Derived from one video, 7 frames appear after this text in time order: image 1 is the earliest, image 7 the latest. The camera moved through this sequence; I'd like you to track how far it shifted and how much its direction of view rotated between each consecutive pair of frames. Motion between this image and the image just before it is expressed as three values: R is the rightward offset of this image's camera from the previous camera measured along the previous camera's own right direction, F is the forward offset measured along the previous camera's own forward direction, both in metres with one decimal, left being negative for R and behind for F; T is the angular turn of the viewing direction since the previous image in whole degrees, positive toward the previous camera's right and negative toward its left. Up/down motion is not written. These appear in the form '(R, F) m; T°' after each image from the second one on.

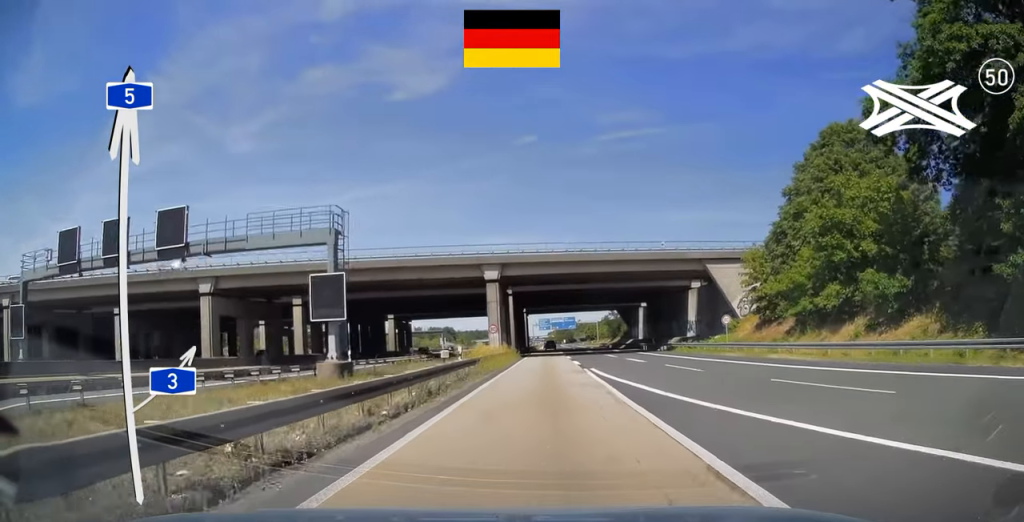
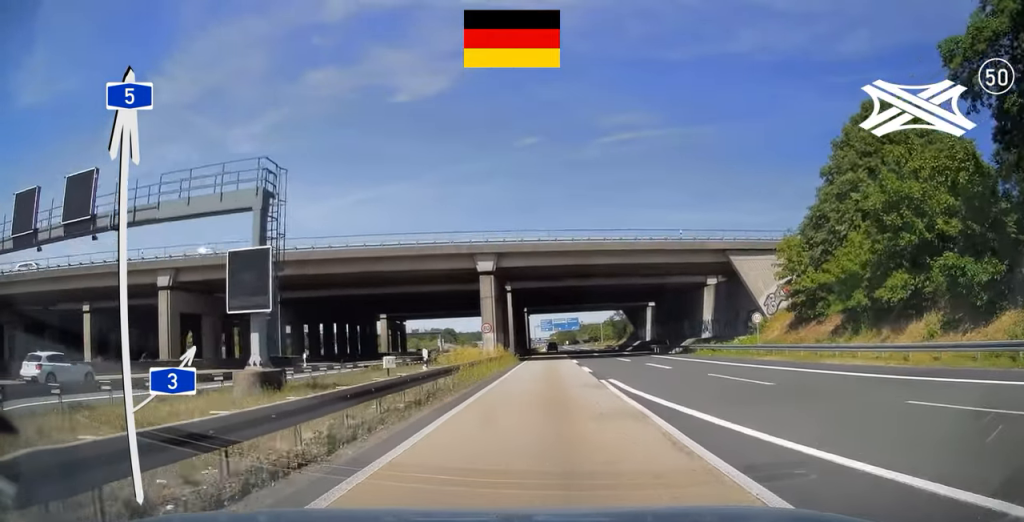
(0.0, +7.0) m; 0°
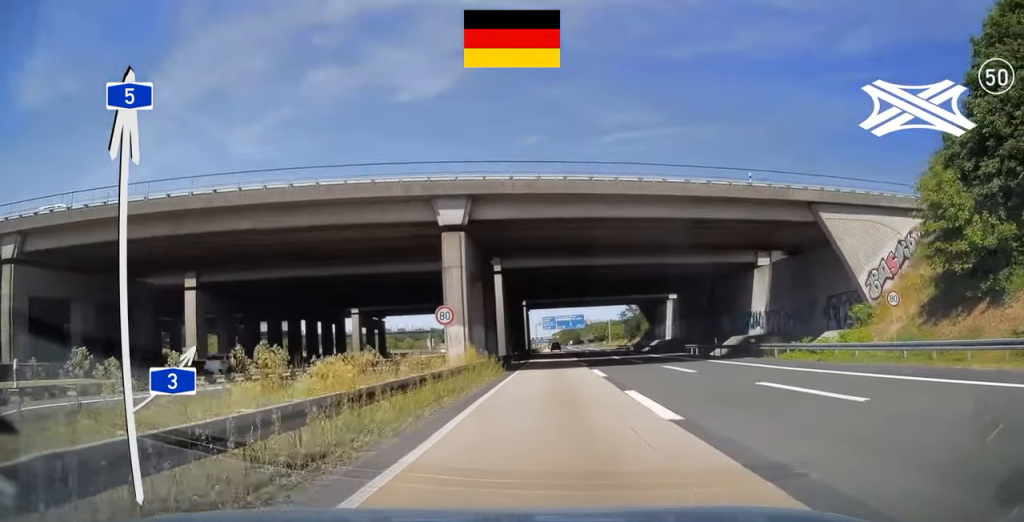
(+0.1, +17.6) m; 0°
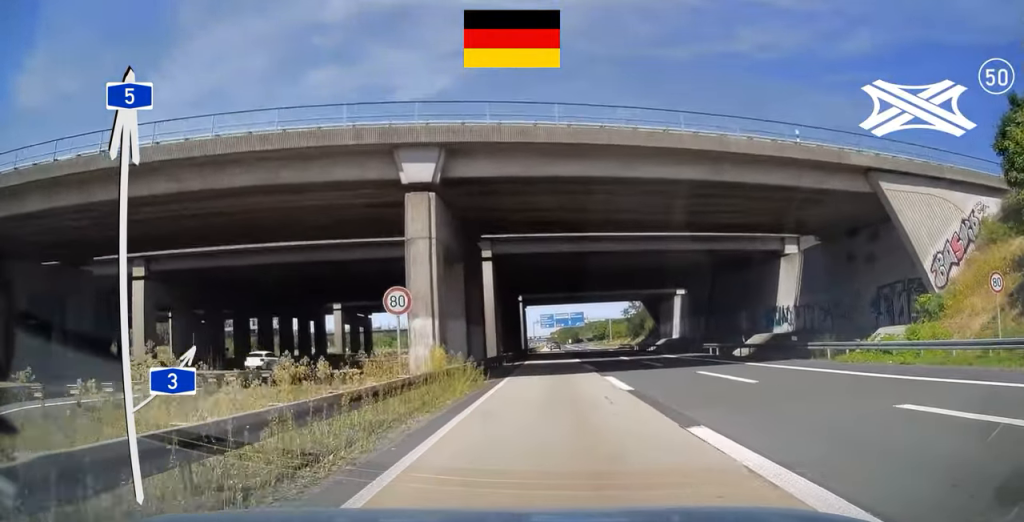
(0.0, +7.2) m; 0°
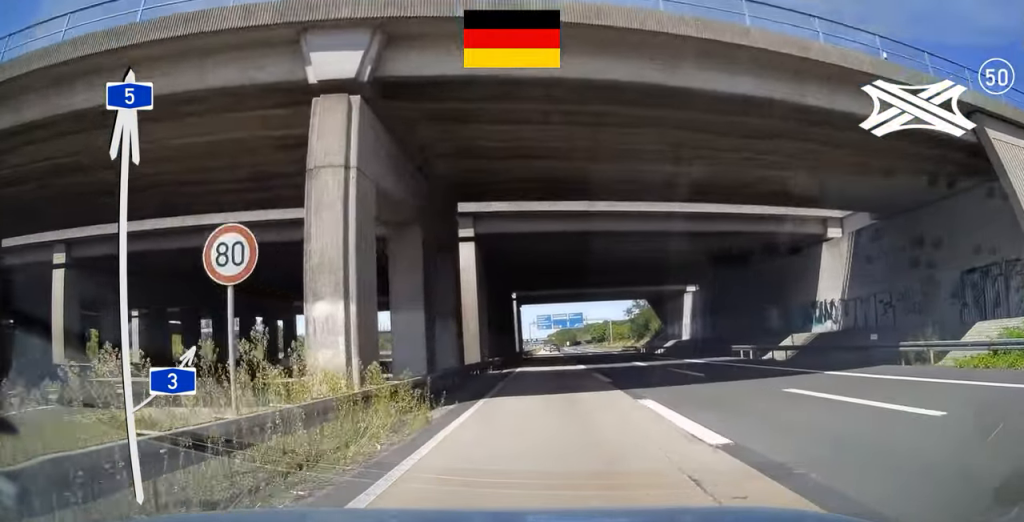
(0.0, +8.6) m; 0°
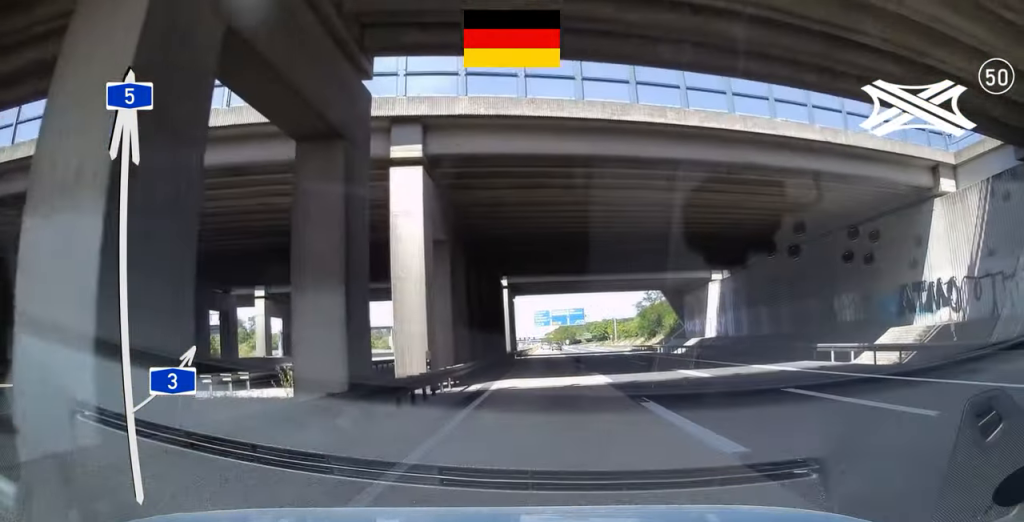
(-0.1, +13.9) m; 0°
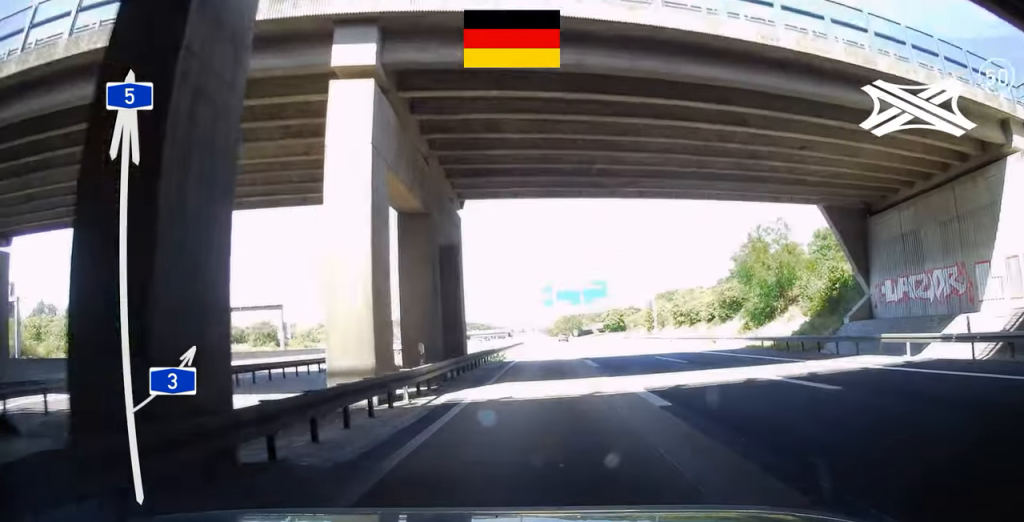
(+0.6, +48.0) m; +2°
